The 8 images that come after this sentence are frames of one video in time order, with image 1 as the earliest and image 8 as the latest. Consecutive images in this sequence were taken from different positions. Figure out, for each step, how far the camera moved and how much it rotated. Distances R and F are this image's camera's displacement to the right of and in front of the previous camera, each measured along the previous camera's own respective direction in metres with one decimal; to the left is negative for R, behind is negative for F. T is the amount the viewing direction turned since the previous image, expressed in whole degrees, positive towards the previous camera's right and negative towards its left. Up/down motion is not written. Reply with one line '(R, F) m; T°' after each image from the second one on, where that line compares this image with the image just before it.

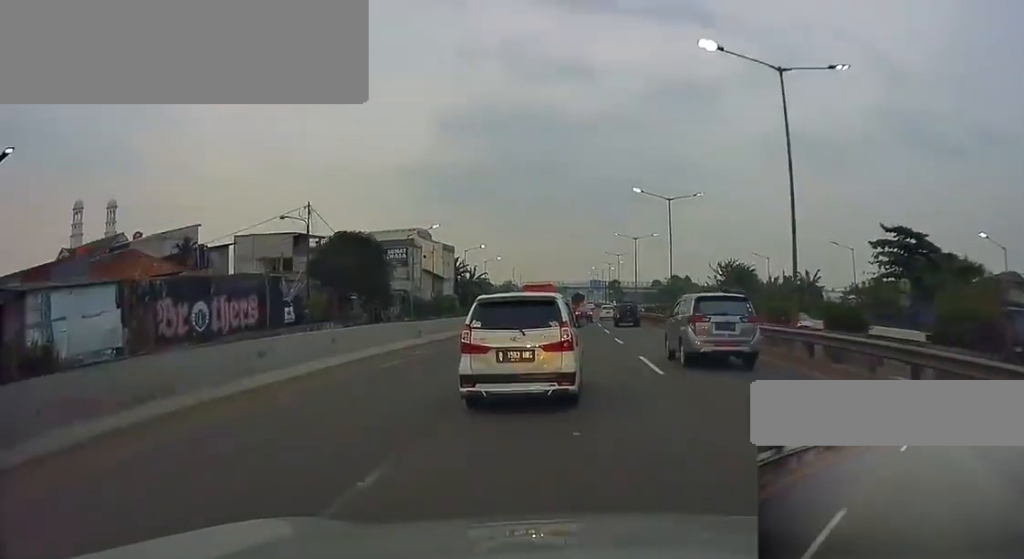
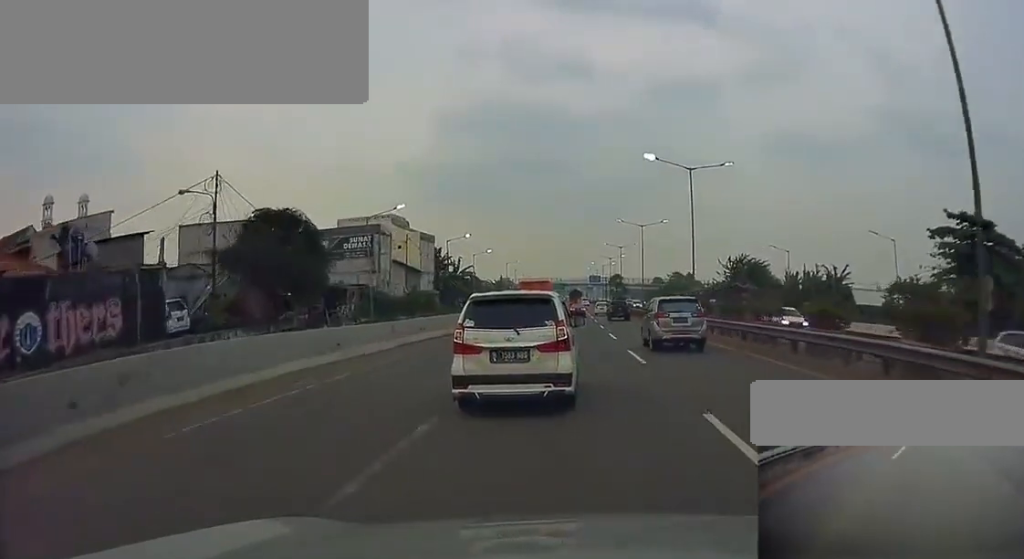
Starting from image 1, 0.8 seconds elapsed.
(+0.3, +10.6) m; 0°
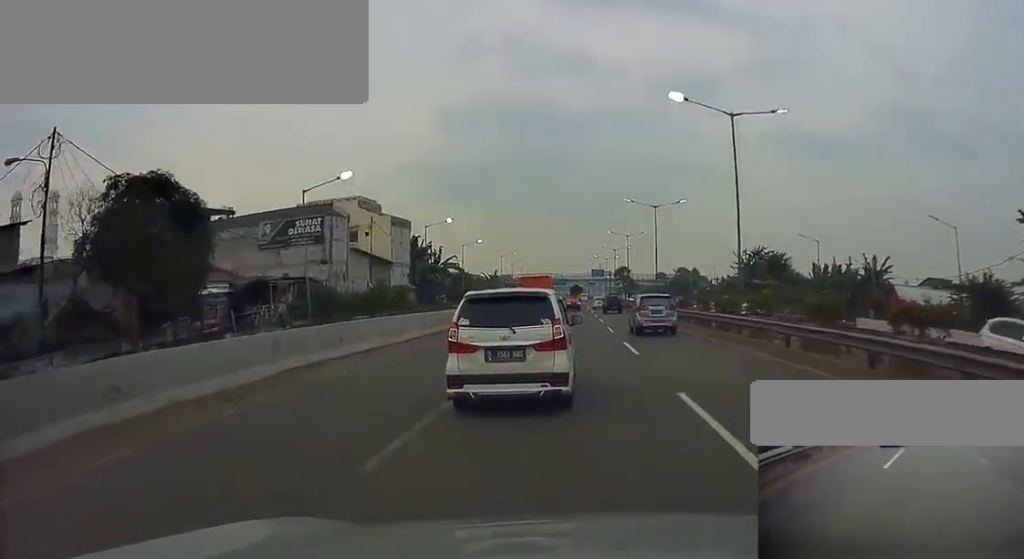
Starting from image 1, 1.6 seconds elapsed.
(-0.3, +11.3) m; +3°
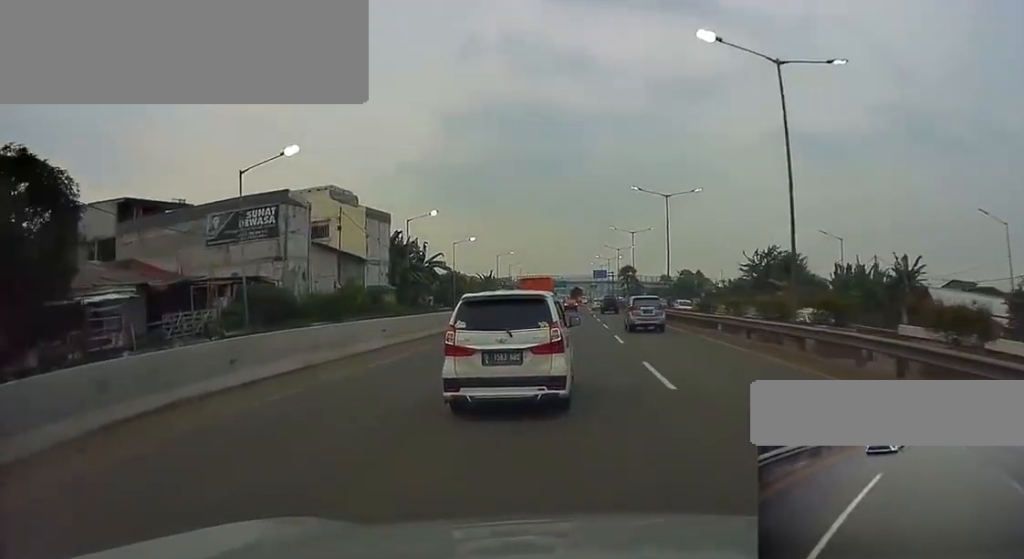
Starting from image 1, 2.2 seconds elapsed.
(+0.3, +7.4) m; 0°
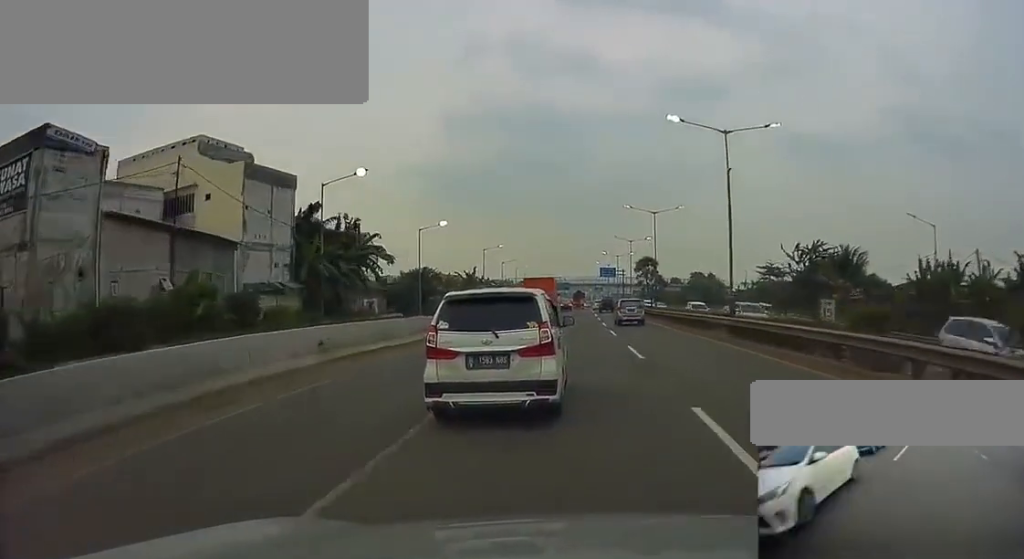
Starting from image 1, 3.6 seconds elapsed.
(-0.9, +20.5) m; -1°
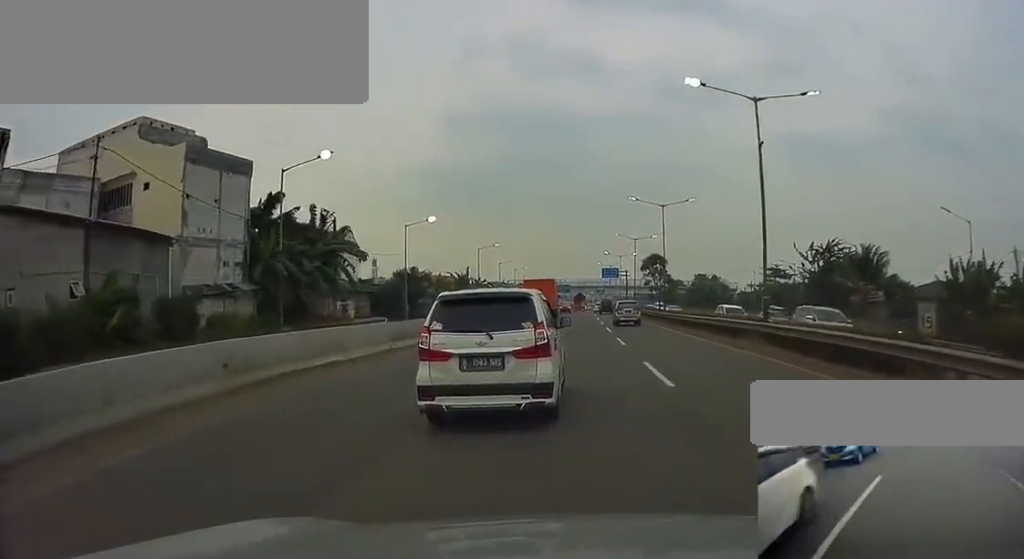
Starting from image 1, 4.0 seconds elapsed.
(+0.1, +5.7) m; 0°
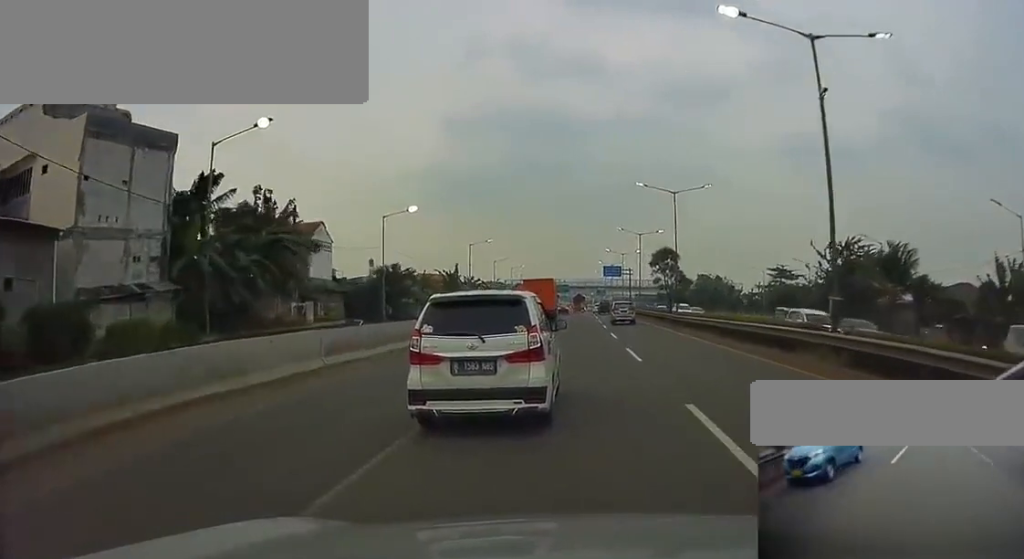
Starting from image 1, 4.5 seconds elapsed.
(+0.9, +7.1) m; 0°
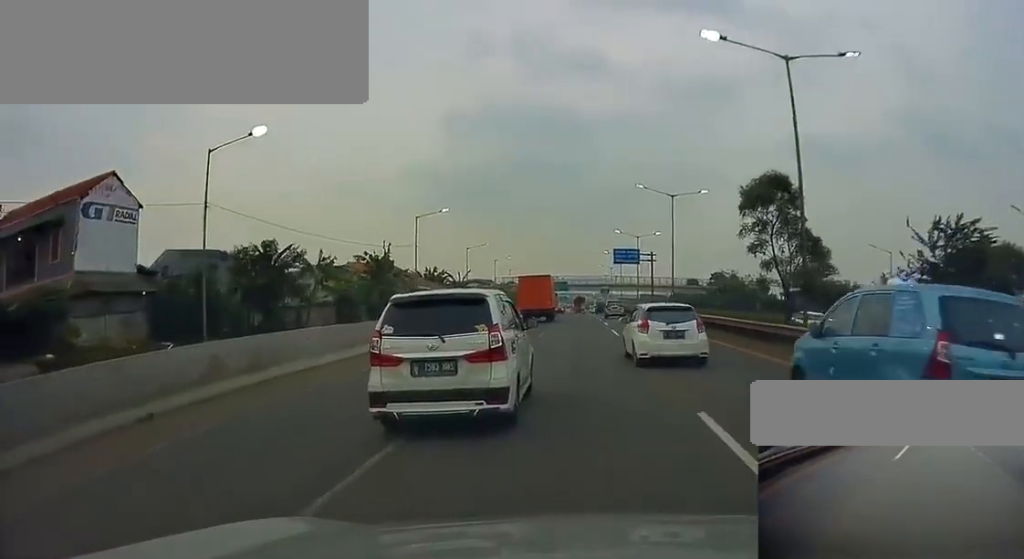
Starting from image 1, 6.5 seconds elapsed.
(-0.1, +27.8) m; +1°
